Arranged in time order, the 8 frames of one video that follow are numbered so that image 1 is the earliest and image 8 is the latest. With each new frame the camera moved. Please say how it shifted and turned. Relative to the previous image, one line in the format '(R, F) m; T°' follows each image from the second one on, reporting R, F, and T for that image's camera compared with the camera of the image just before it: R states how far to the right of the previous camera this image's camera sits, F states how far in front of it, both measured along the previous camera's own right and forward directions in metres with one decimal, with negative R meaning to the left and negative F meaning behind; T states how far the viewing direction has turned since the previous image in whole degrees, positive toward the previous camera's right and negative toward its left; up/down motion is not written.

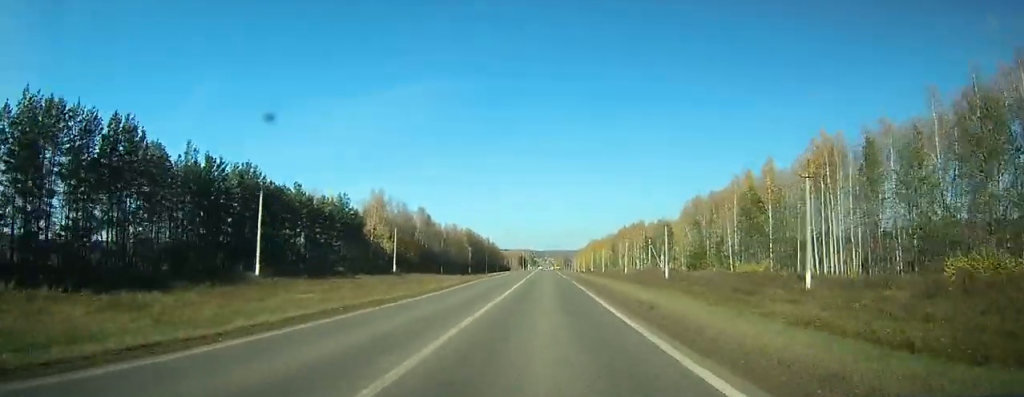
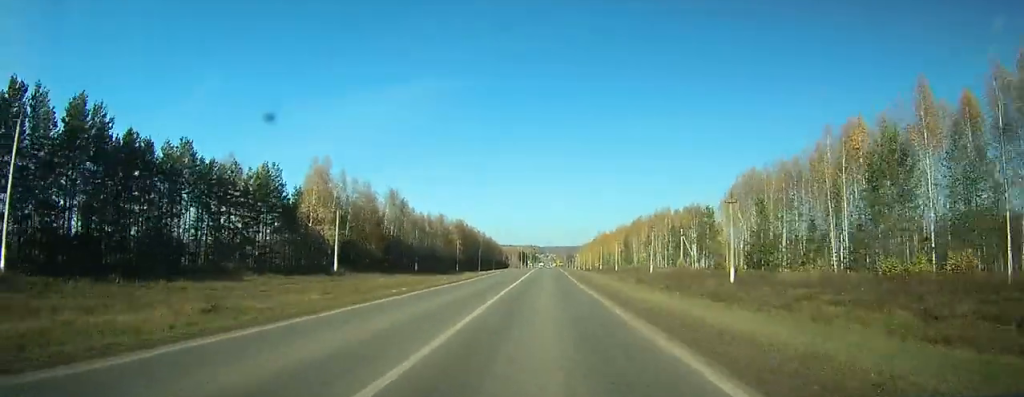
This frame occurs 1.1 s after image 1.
(0.0, +31.8) m; 0°
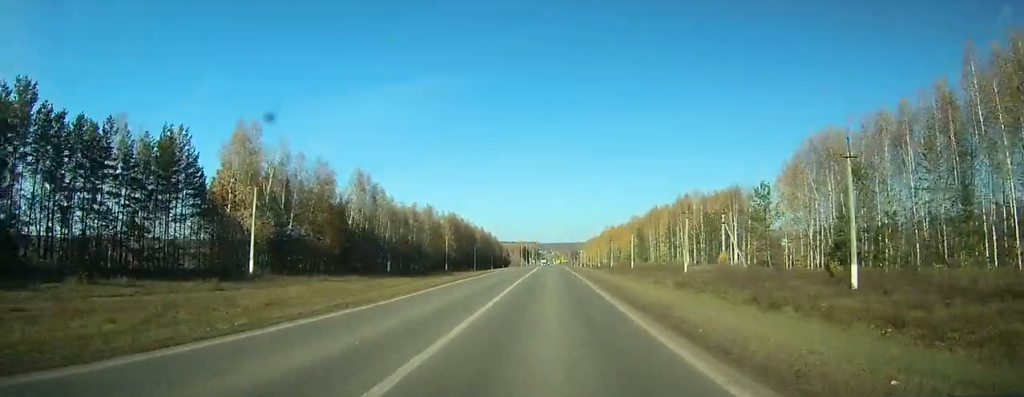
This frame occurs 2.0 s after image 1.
(0.0, +25.0) m; 0°
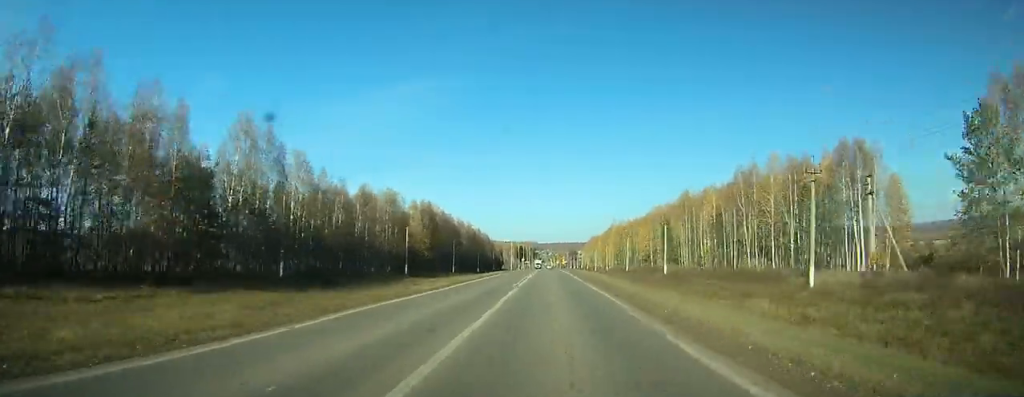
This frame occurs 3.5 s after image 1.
(0.0, +40.8) m; 0°
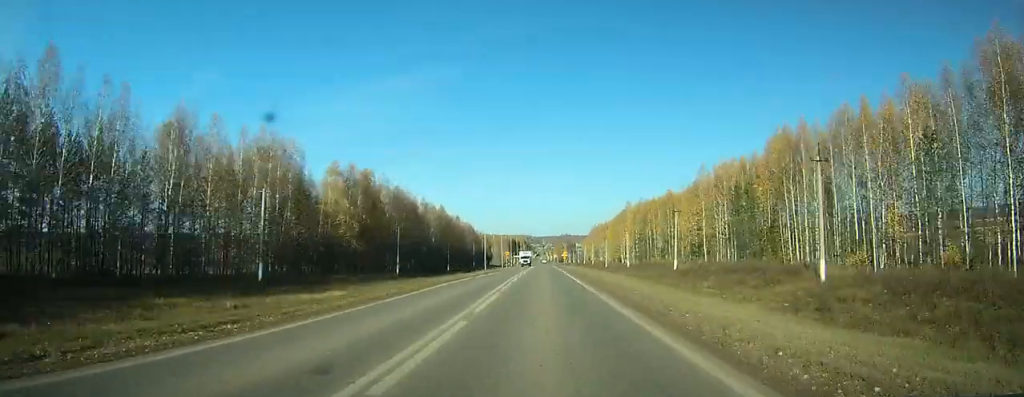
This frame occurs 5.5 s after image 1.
(+0.1, +54.3) m; 0°
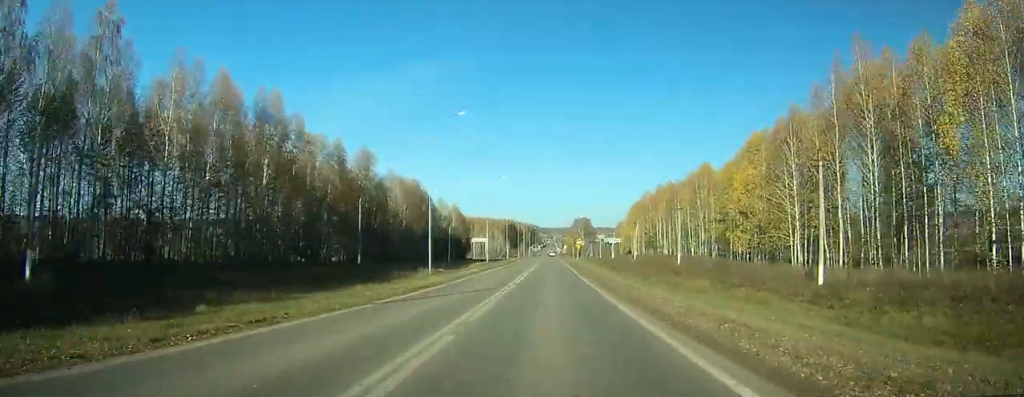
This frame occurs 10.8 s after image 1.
(-1.2, +120.8) m; 0°
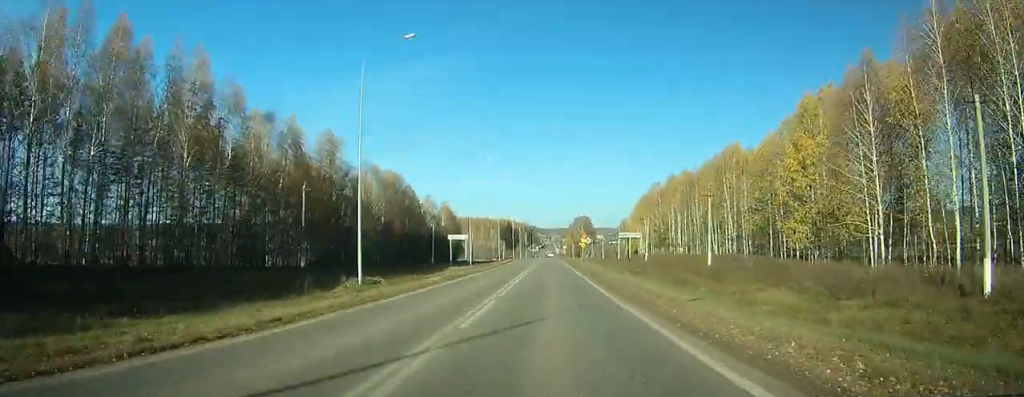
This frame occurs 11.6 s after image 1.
(+0.3, +17.2) m; 0°
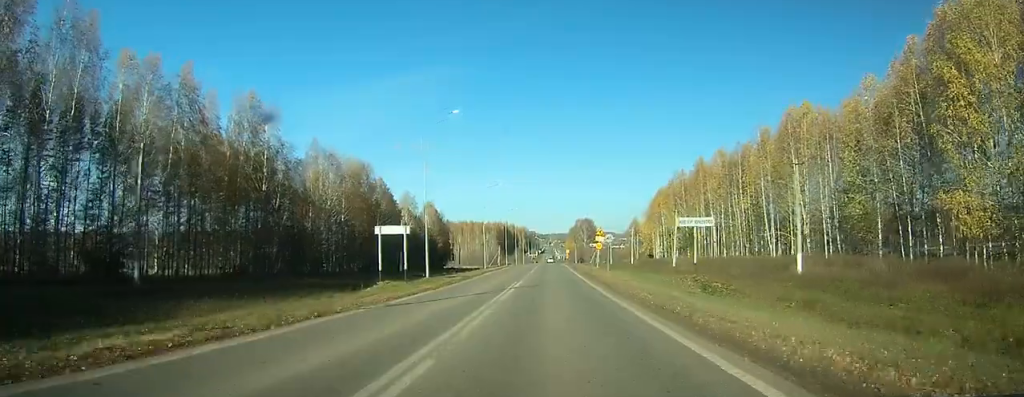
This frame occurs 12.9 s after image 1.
(+0.2, +25.9) m; 0°
